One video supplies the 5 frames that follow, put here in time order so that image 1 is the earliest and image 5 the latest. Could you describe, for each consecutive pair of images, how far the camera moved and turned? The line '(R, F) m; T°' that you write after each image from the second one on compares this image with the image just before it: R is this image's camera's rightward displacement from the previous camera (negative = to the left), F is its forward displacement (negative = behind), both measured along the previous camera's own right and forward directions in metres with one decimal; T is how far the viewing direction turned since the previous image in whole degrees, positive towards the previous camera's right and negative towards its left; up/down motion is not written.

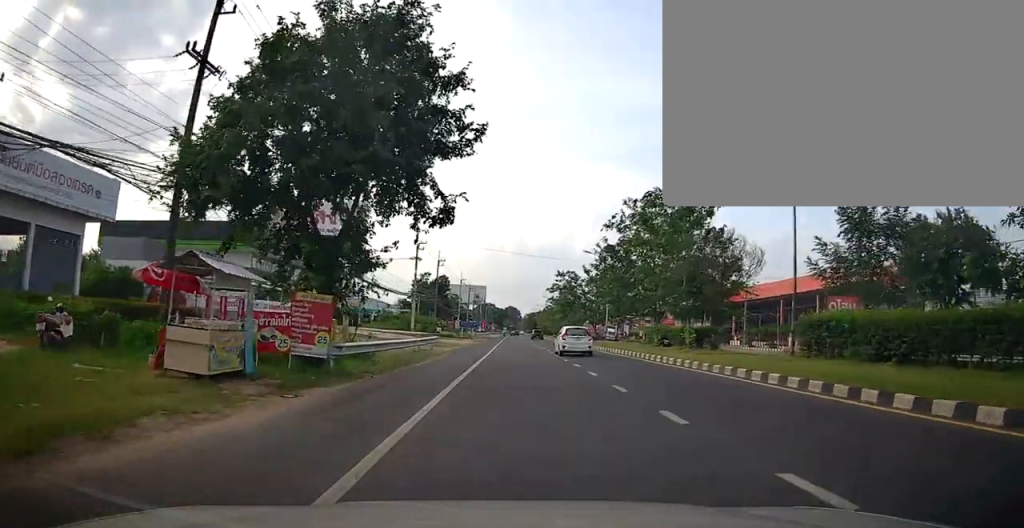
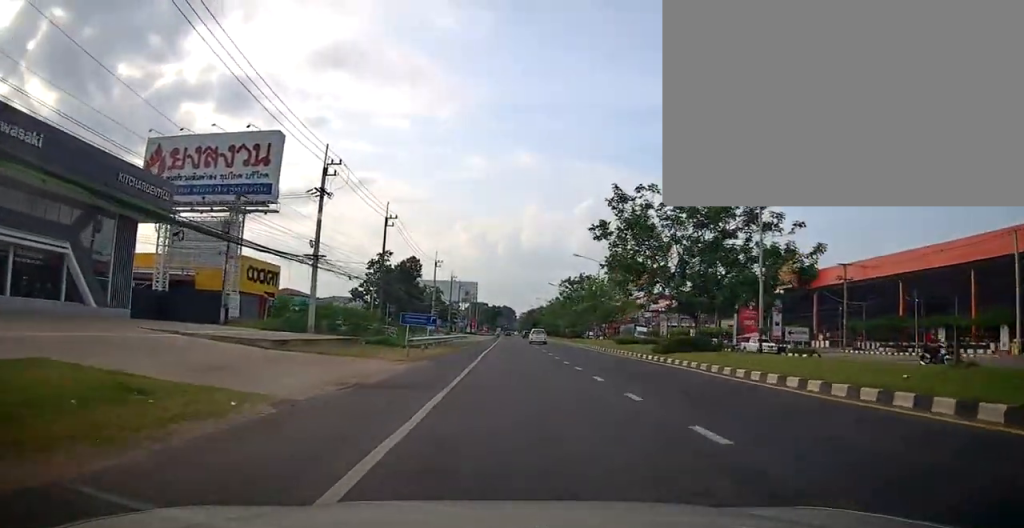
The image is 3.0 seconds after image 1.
(0.0, +37.9) m; +2°
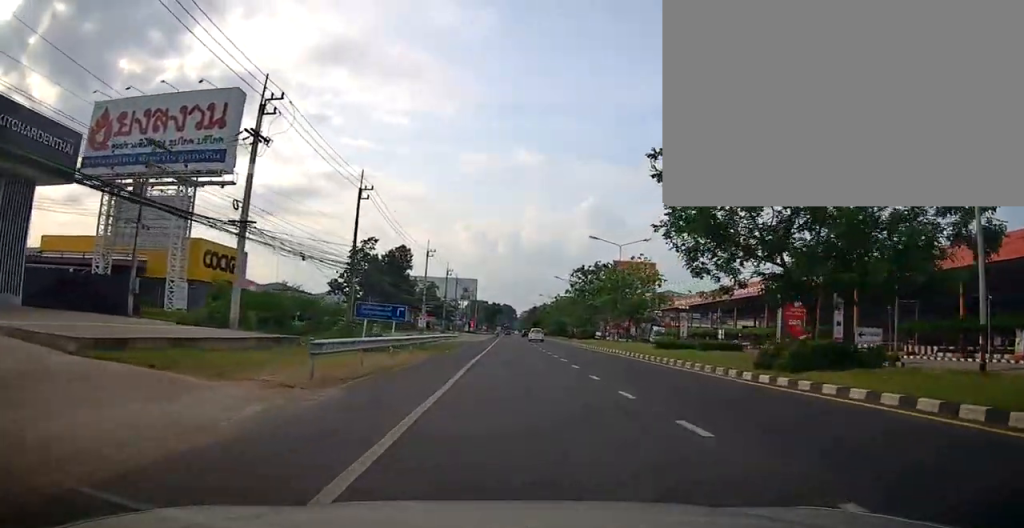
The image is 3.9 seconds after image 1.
(+0.5, +11.4) m; -3°
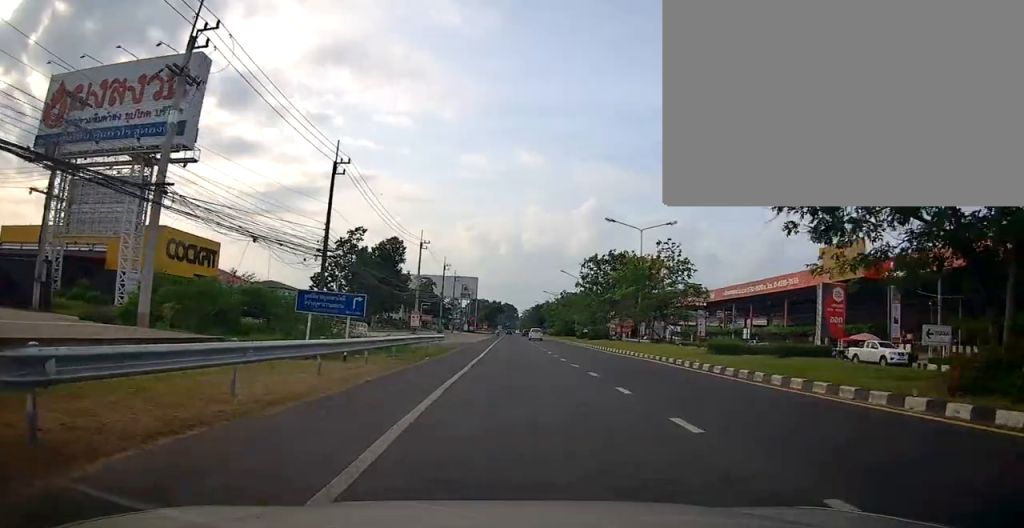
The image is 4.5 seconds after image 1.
(-0.8, +7.6) m; 0°
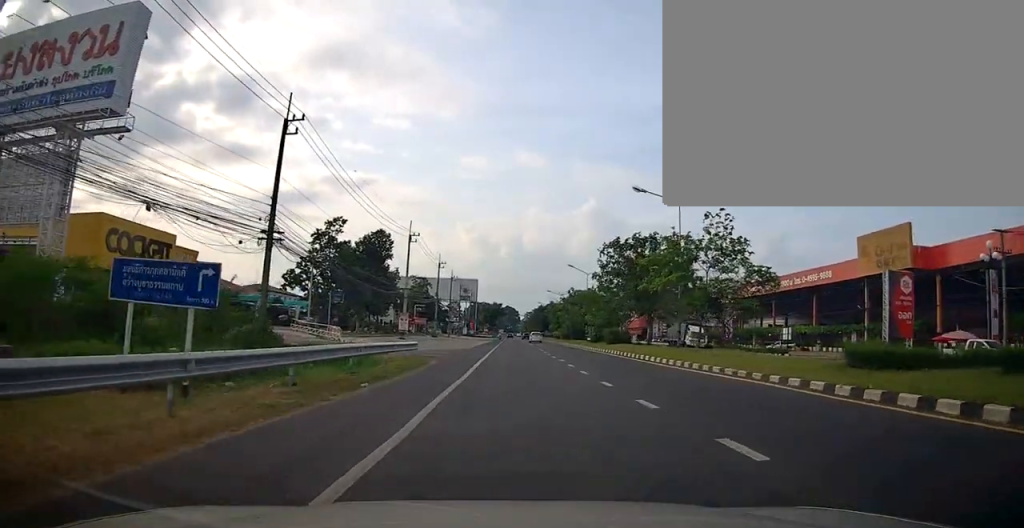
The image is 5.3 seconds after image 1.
(+0.1, +9.7) m; +1°
